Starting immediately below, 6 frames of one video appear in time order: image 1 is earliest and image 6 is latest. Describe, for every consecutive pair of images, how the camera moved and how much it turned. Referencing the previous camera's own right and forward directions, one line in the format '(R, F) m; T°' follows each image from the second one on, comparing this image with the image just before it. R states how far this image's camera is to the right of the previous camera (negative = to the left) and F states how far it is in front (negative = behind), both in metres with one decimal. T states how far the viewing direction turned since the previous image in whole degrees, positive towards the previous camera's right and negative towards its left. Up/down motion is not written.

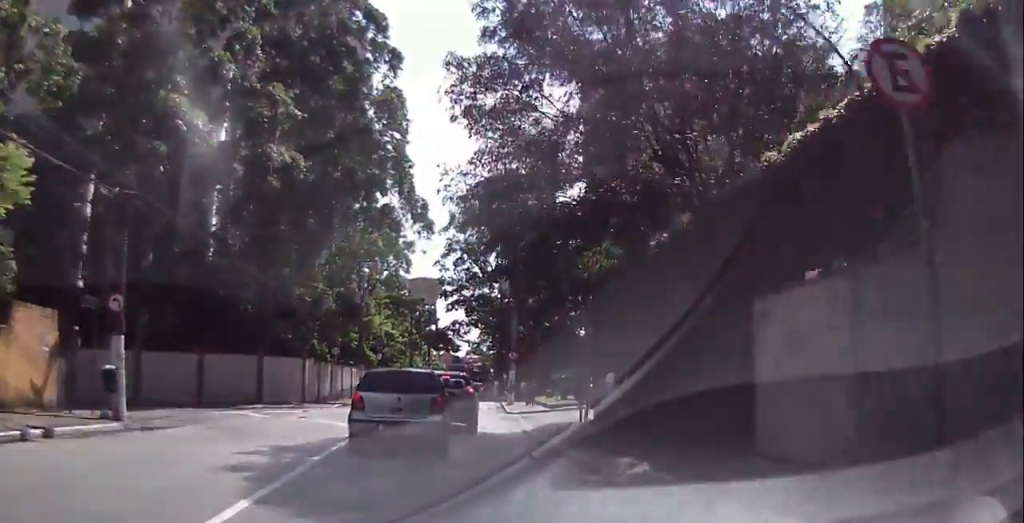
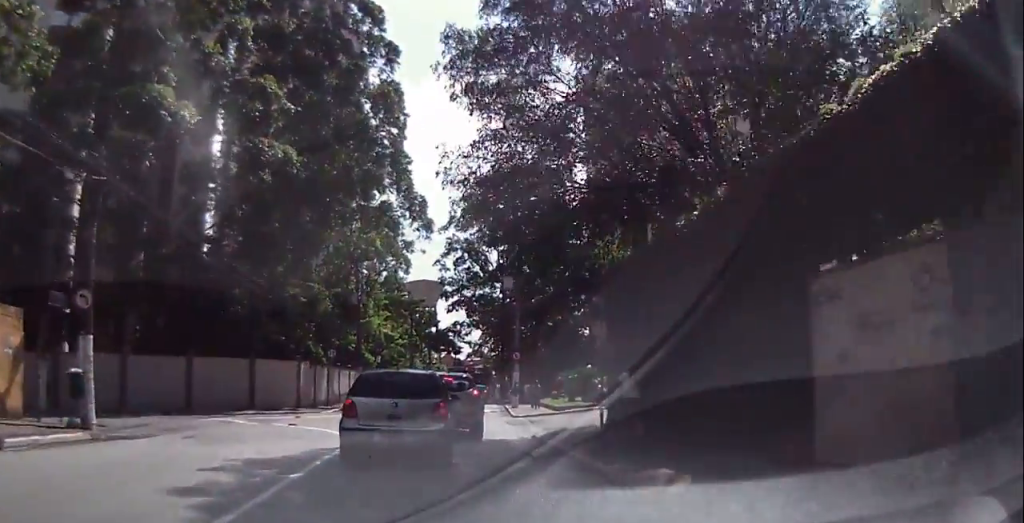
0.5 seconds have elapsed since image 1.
(0.0, +1.9) m; -3°
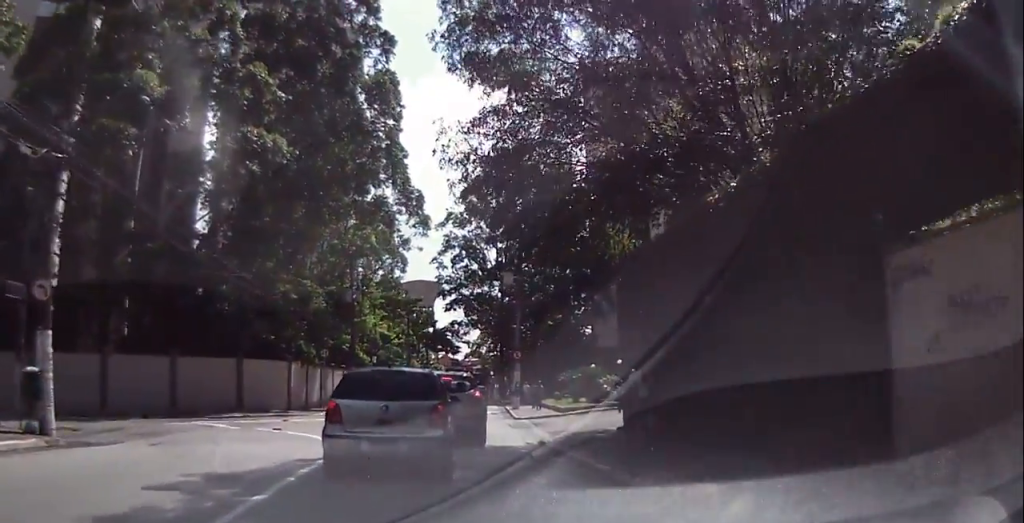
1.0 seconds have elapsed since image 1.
(-0.1, +1.9) m; +1°
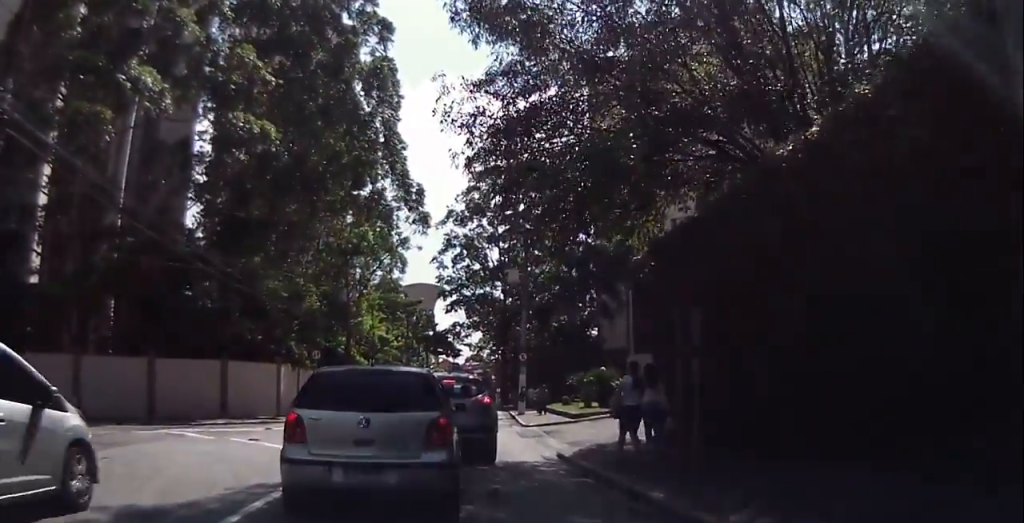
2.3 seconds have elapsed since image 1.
(+0.2, +3.2) m; -3°
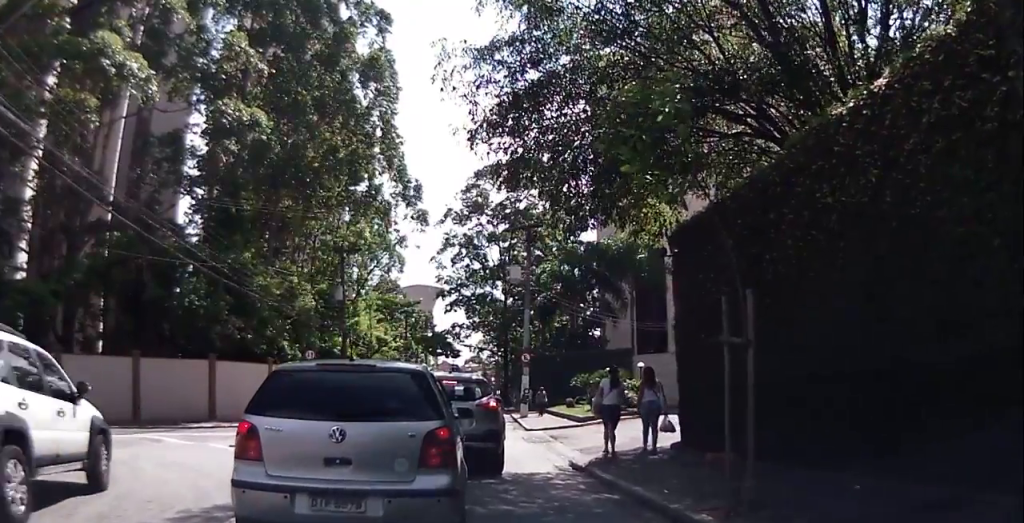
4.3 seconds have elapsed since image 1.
(-0.2, +2.3) m; 0°
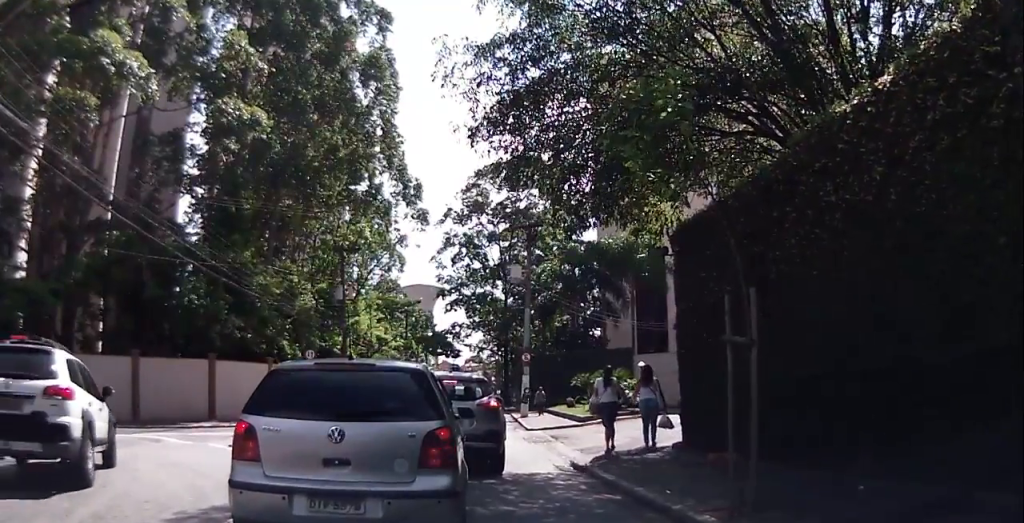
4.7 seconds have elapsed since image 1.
(+0.1, +0.3) m; 0°
